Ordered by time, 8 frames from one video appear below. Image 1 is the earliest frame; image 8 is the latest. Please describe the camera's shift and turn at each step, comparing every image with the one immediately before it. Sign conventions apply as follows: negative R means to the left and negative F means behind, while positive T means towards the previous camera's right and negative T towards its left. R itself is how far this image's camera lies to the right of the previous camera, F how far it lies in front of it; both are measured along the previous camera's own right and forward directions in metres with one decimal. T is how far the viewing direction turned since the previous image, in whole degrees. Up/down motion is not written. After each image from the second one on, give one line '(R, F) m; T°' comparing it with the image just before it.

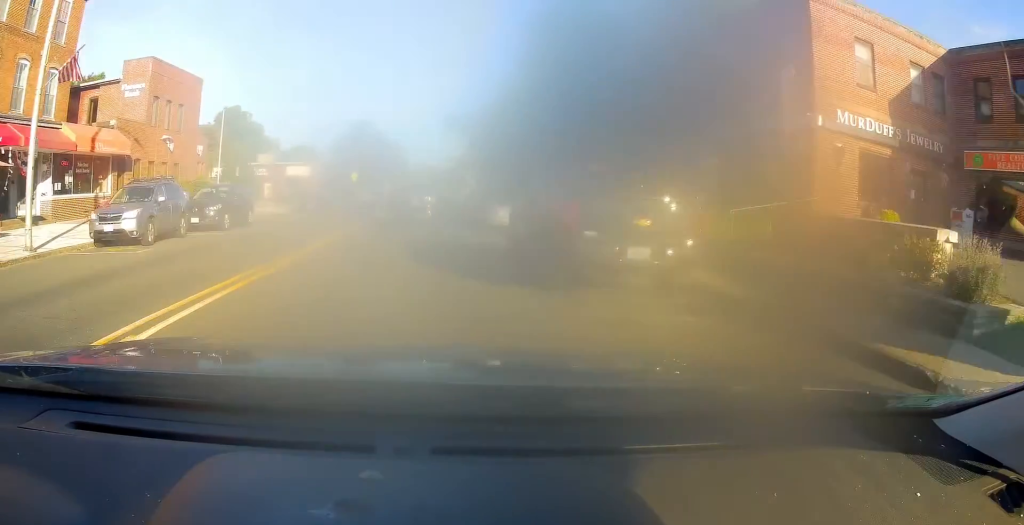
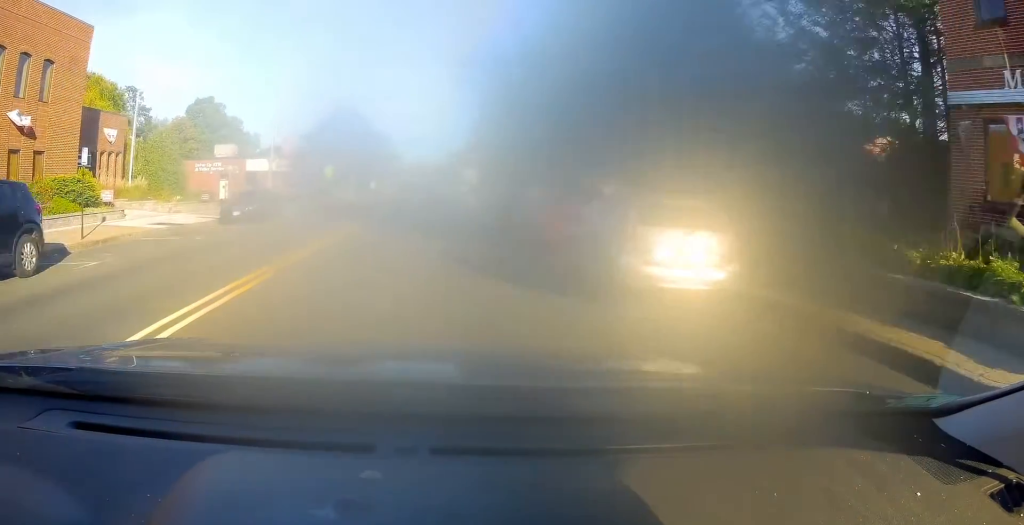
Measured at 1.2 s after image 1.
(+0.4, +13.8) m; +1°
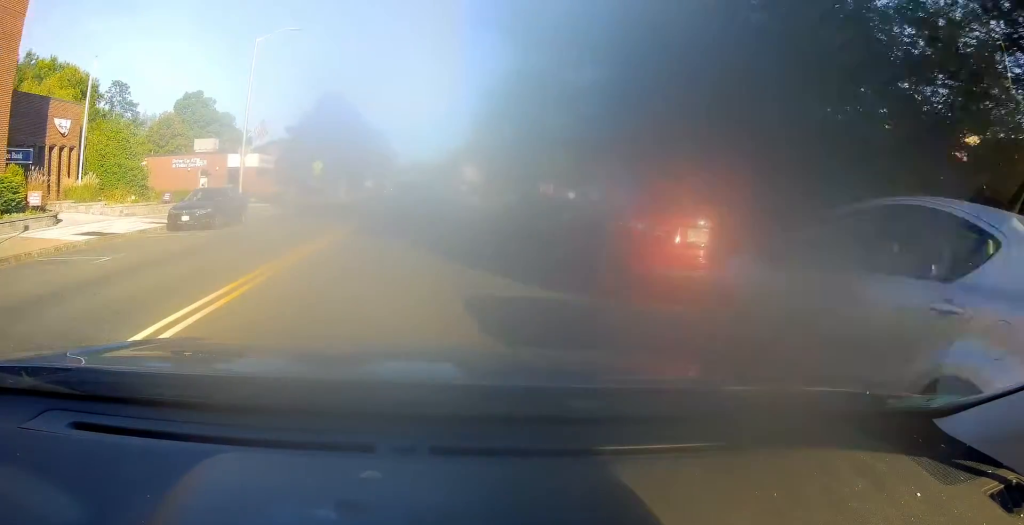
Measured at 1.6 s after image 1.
(-0.2, +4.8) m; 0°
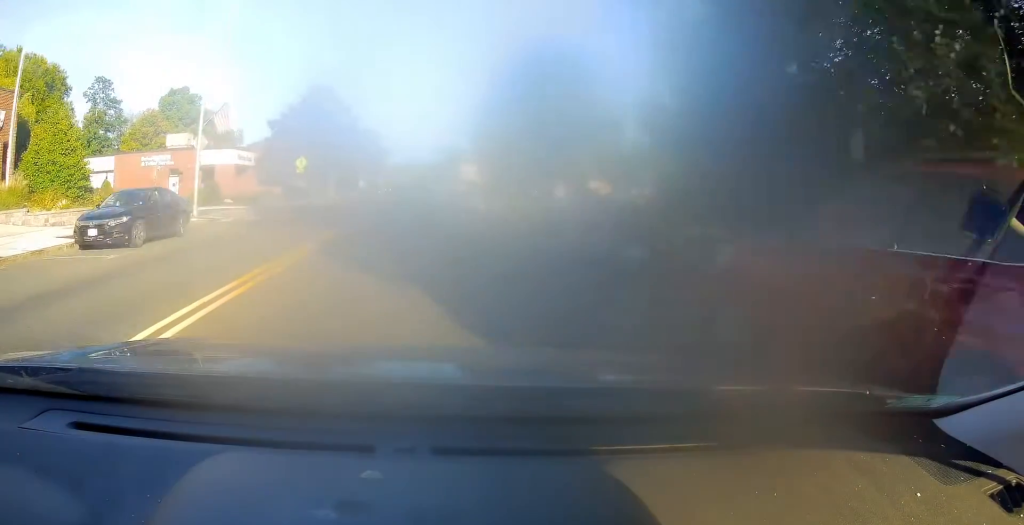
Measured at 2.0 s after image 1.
(+0.2, +5.7) m; +1°
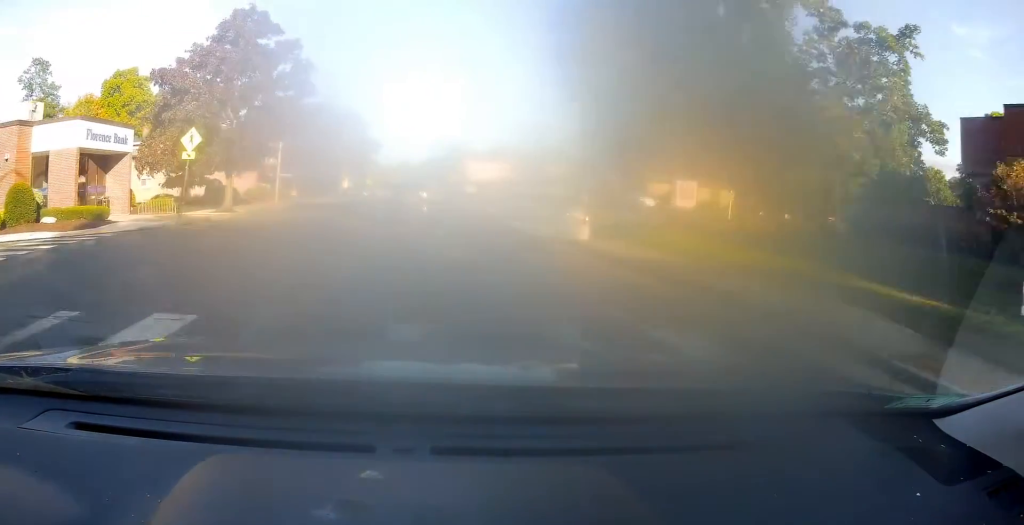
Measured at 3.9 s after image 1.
(+0.3, +23.1) m; -1°
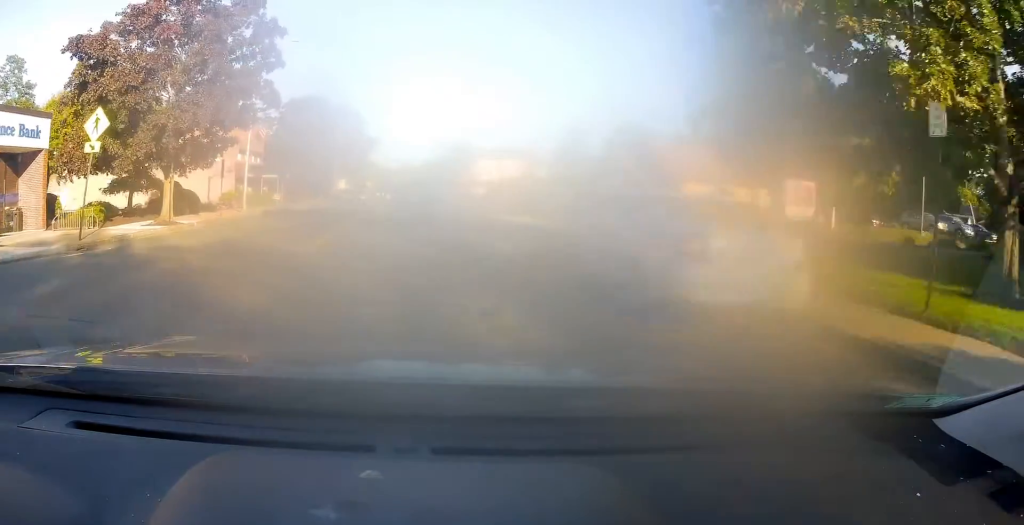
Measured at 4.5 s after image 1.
(-0.4, +8.0) m; 0°
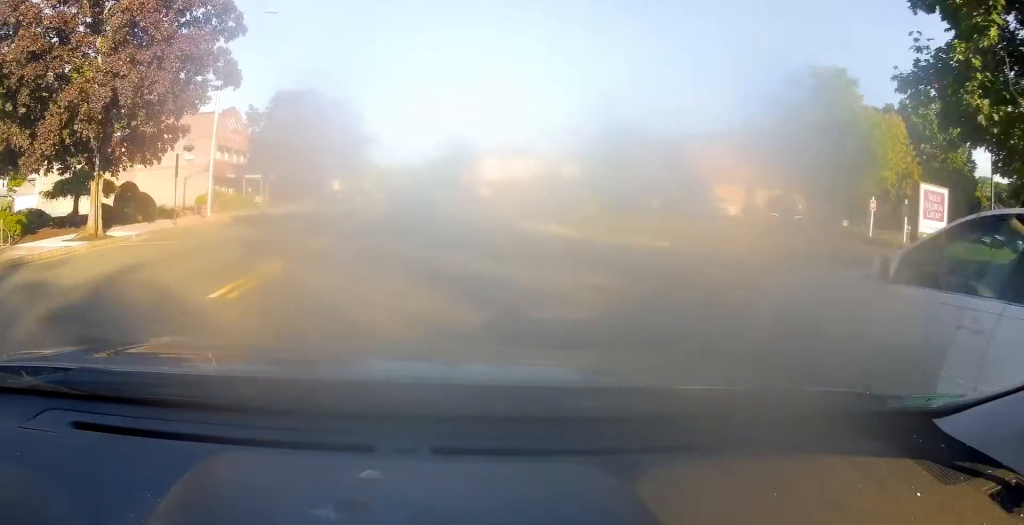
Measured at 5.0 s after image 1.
(+0.2, +6.0) m; +1°
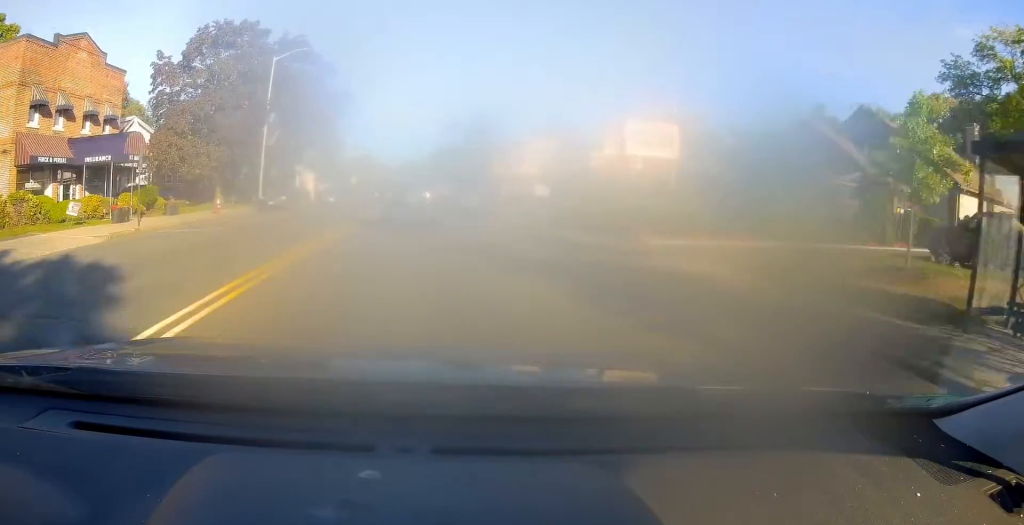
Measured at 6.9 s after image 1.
(+0.5, +25.2) m; +1°
